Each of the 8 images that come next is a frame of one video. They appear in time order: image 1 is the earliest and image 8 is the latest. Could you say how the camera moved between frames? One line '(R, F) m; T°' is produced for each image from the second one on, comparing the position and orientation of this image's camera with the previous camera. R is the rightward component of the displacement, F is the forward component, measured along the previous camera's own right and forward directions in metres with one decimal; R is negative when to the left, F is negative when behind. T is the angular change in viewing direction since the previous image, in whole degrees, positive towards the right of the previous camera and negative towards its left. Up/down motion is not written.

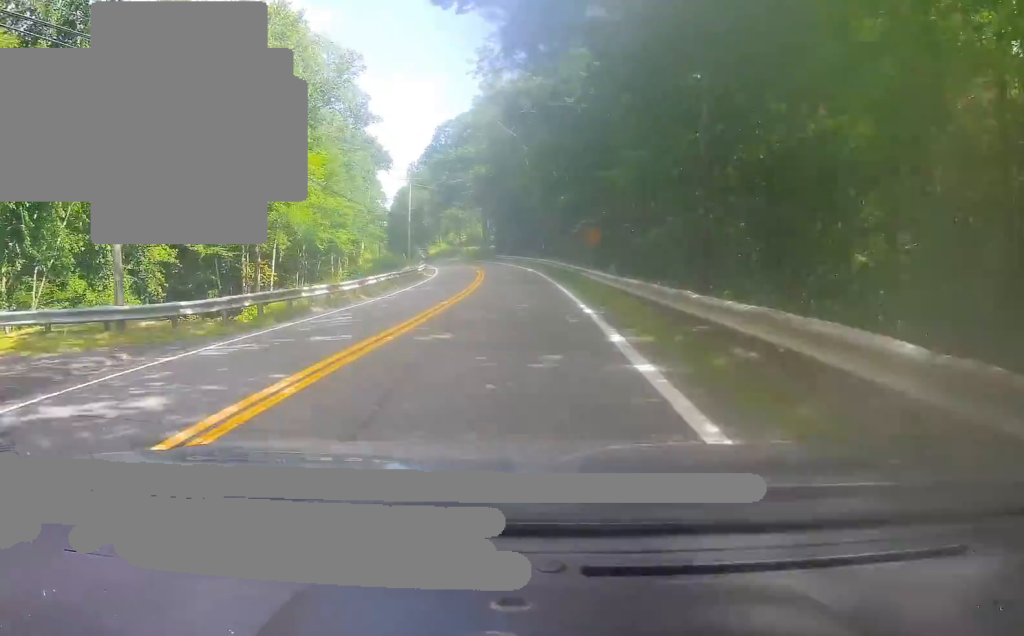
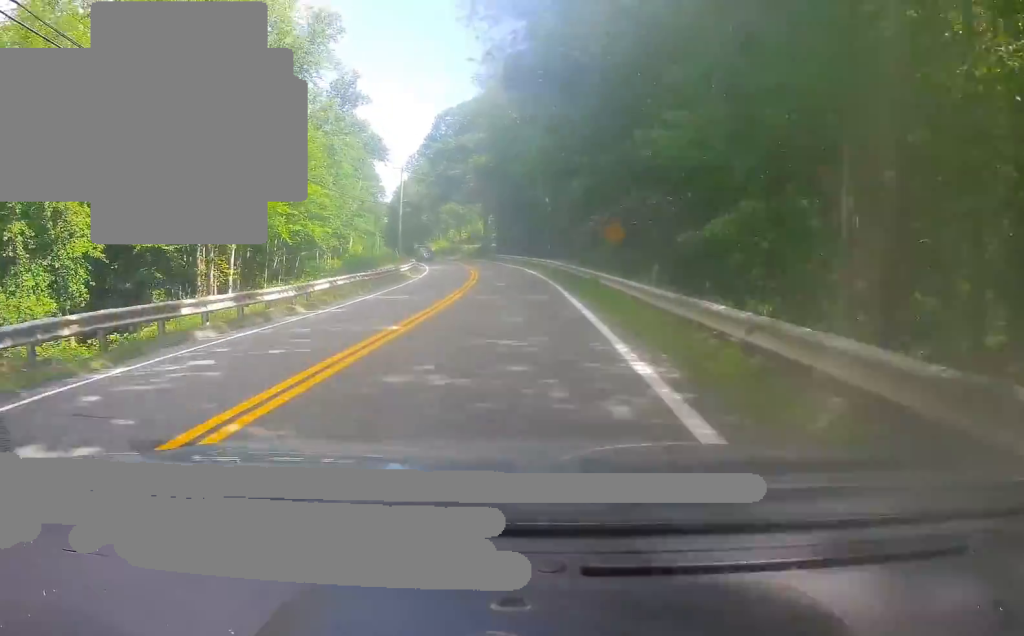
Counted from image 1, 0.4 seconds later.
(-0.1, +8.0) m; -1°
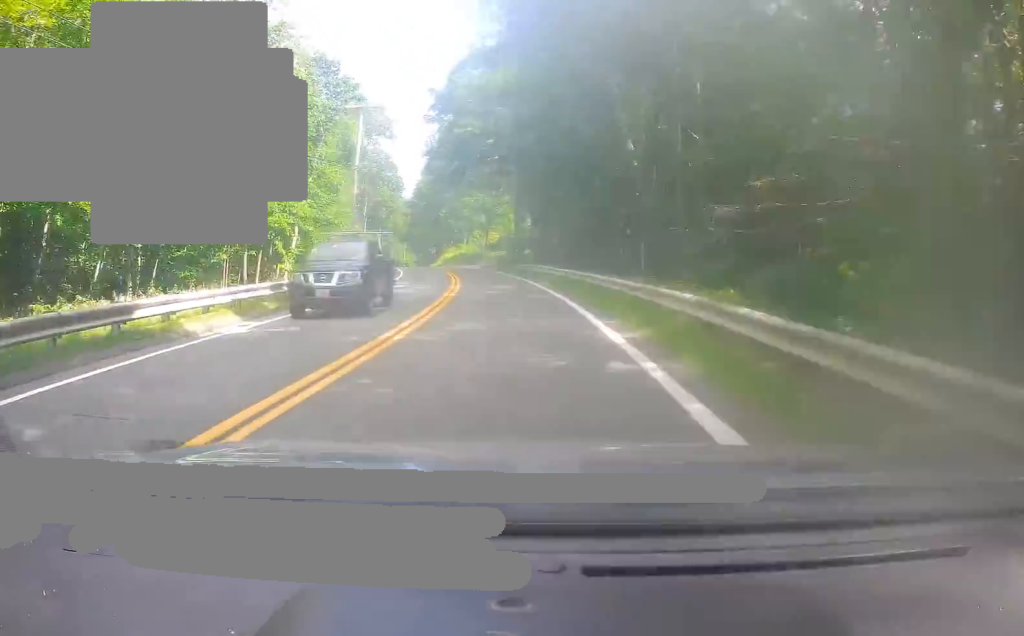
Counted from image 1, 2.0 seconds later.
(-0.7, +31.5) m; -2°
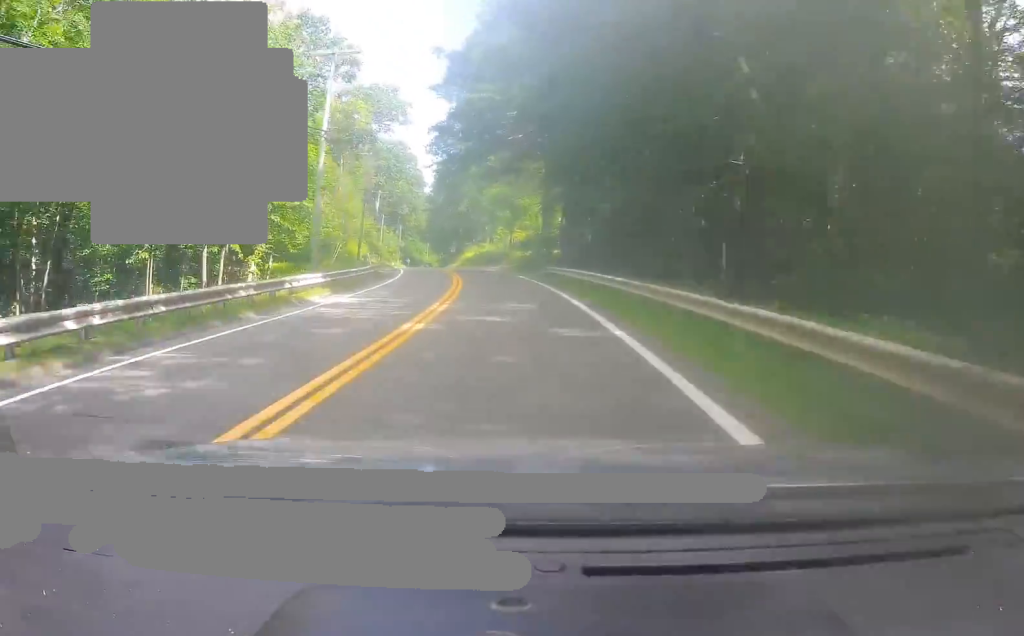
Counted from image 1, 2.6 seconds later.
(+0.2, +12.0) m; -2°
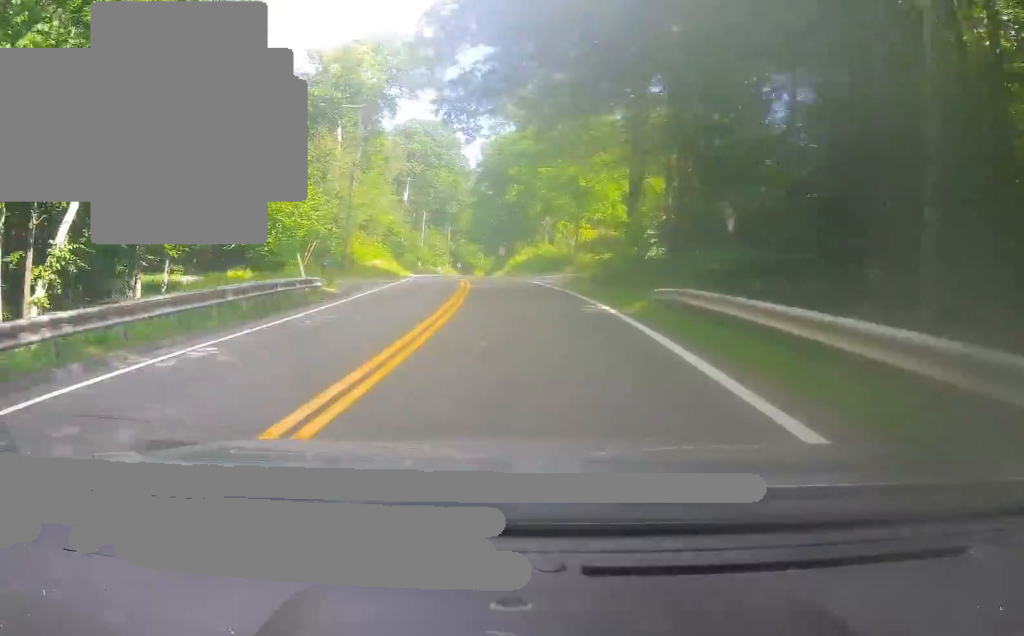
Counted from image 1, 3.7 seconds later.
(-1.0, +23.1) m; -6°
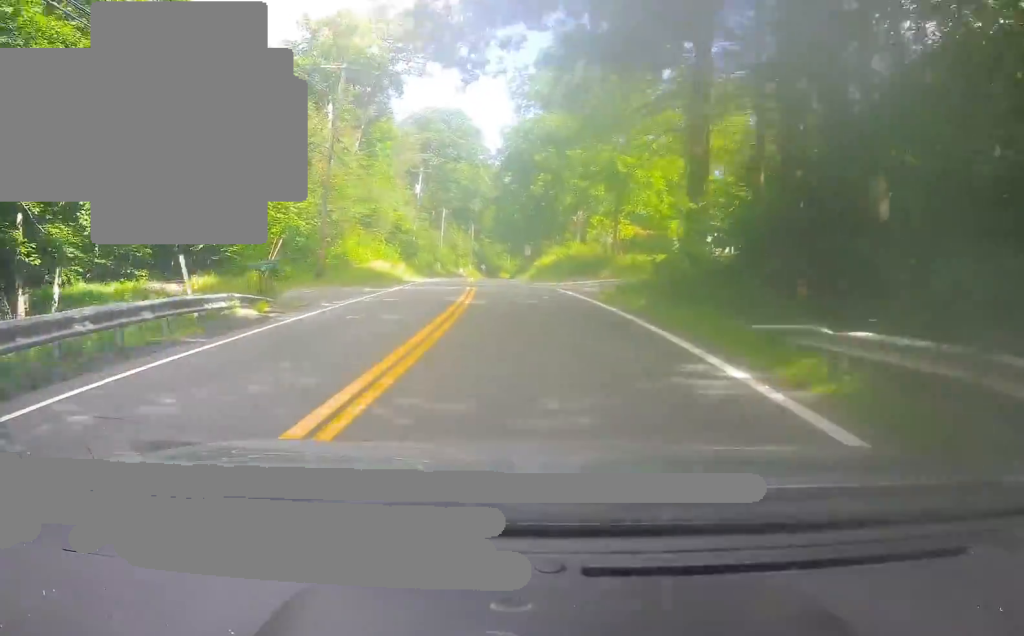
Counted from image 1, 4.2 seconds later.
(-0.5, +9.7) m; -2°
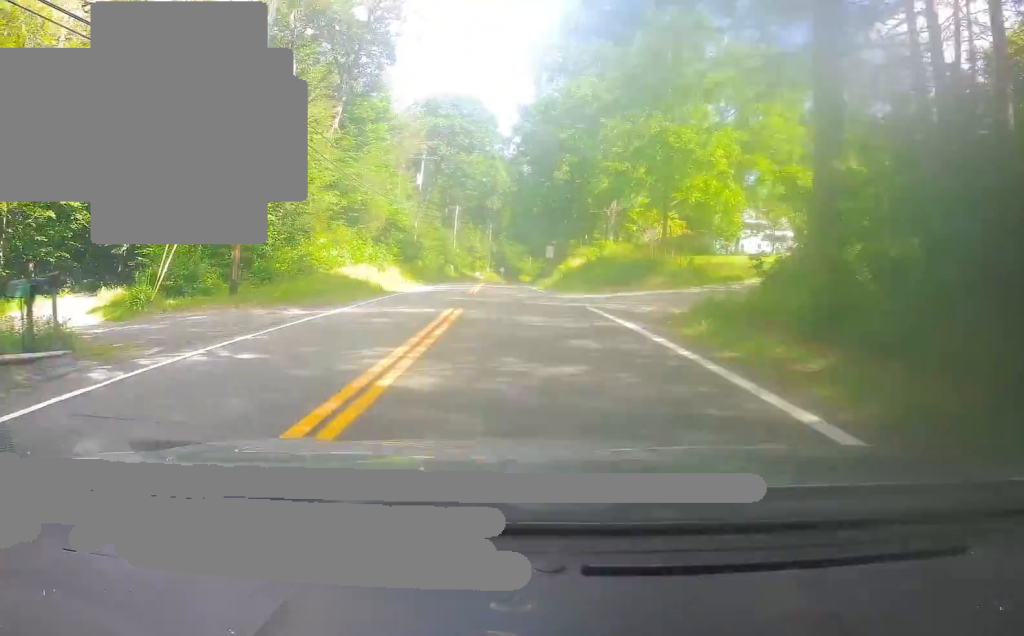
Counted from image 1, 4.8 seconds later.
(-0.2, +11.6) m; -3°
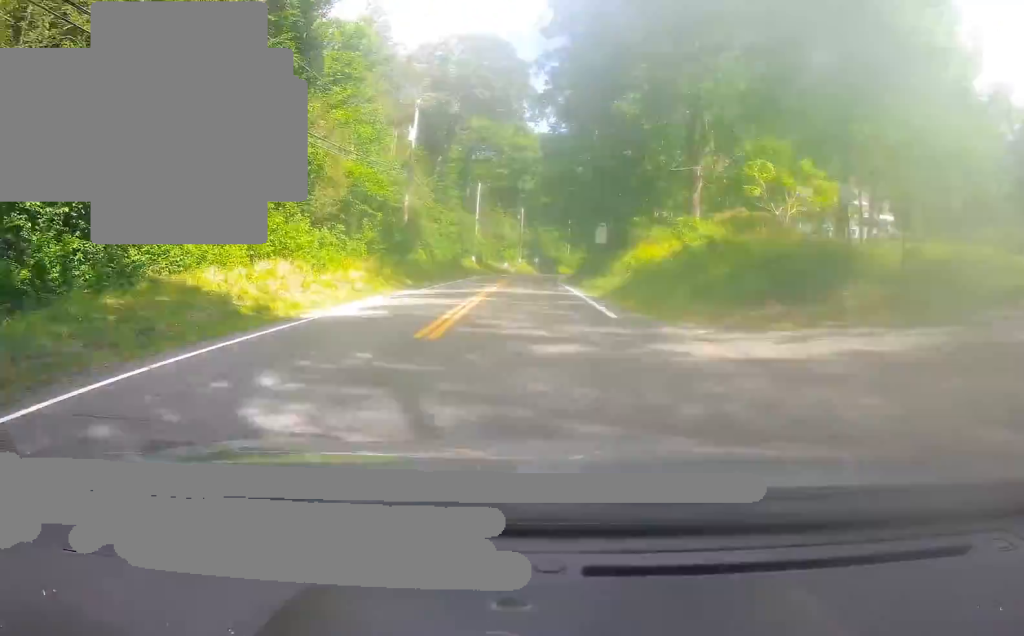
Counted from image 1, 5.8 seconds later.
(-0.5, +18.8) m; -2°
